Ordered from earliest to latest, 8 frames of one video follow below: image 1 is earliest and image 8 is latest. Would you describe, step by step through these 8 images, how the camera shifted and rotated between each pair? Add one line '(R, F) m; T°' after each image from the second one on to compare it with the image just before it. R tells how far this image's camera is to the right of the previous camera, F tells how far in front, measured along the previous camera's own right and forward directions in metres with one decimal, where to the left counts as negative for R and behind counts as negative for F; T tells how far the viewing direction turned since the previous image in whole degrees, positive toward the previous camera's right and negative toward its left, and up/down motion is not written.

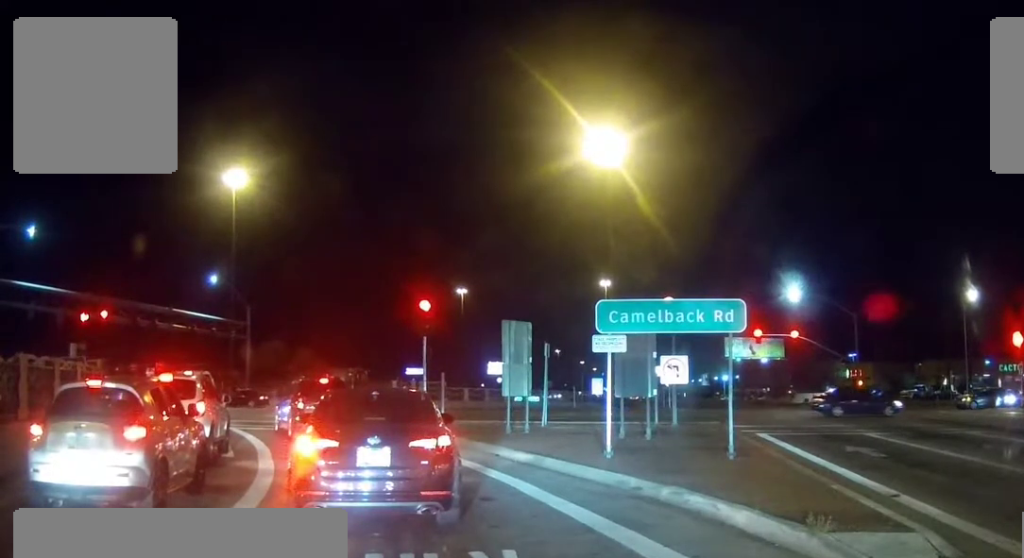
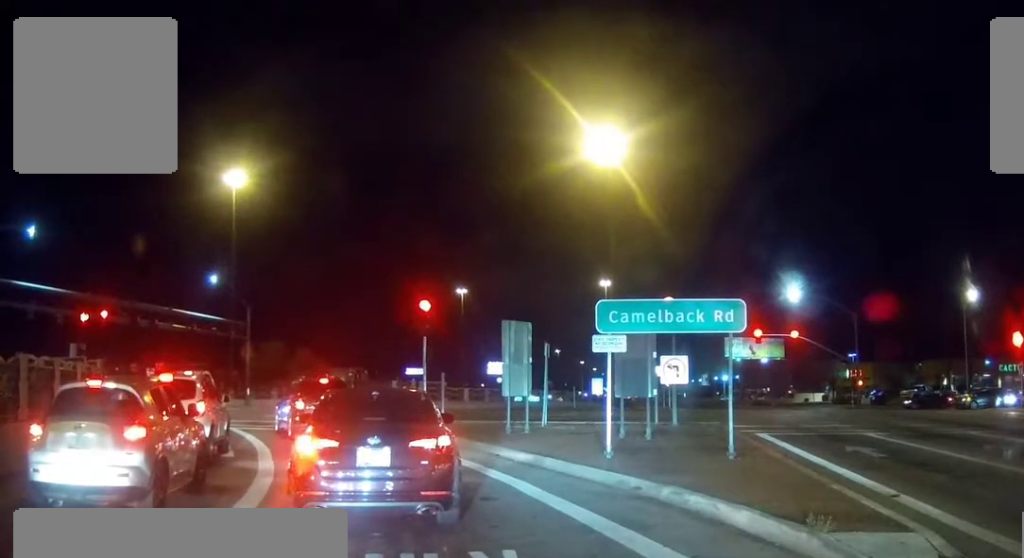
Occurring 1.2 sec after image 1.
(0.0, 0.0) m; 0°
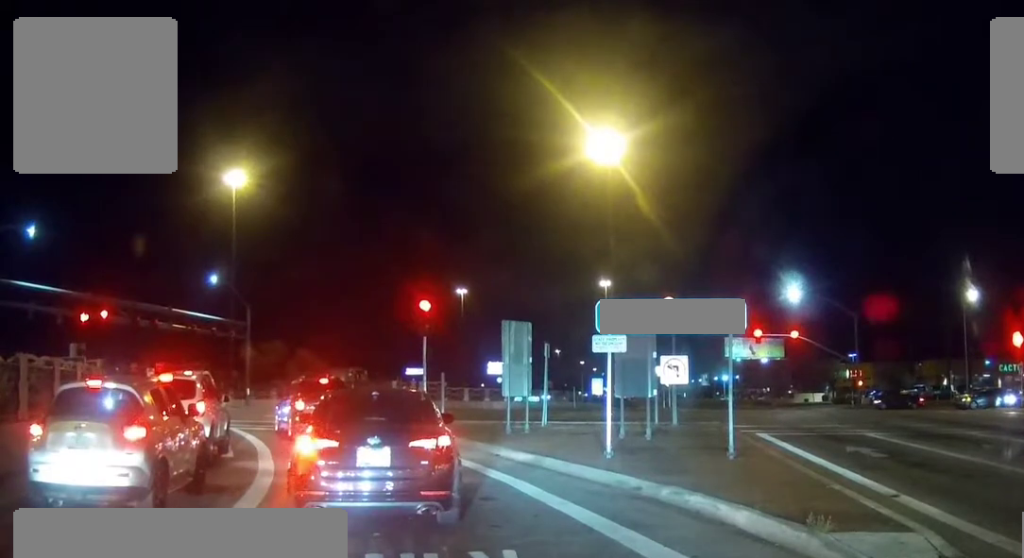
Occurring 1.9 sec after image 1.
(0.0, 0.0) m; 0°
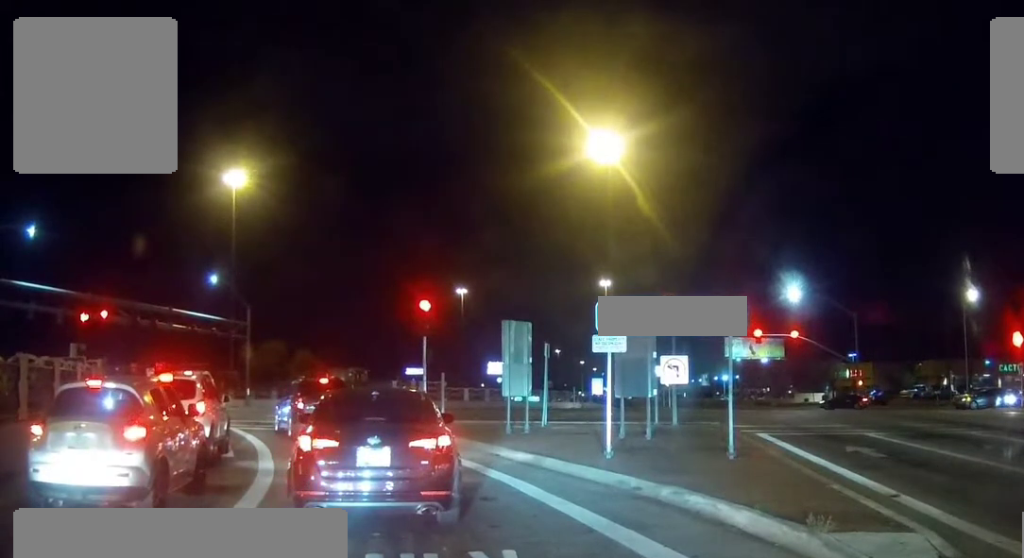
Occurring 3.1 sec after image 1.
(0.0, 0.0) m; 0°
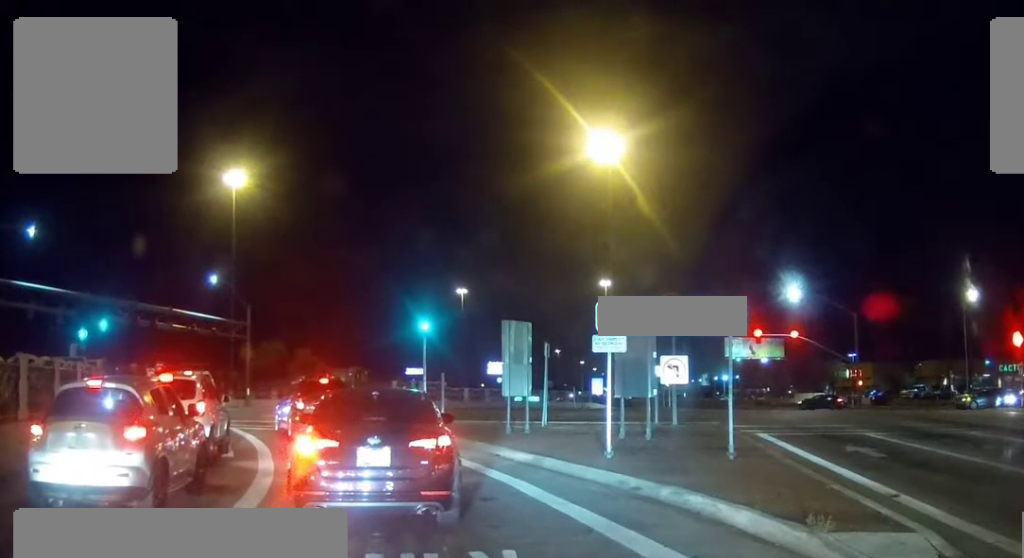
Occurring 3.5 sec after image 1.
(0.0, 0.0) m; 0°
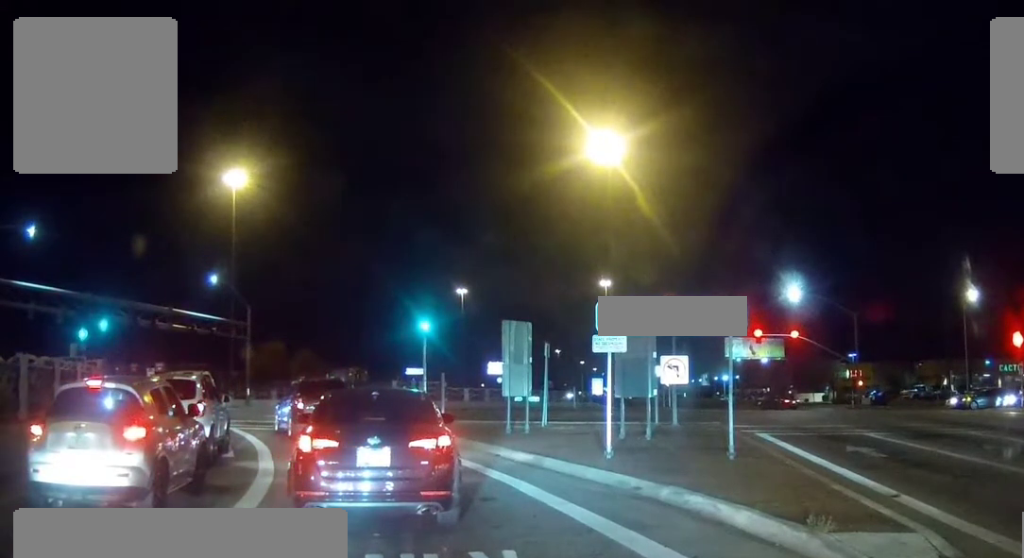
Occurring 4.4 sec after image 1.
(0.0, 0.0) m; 0°
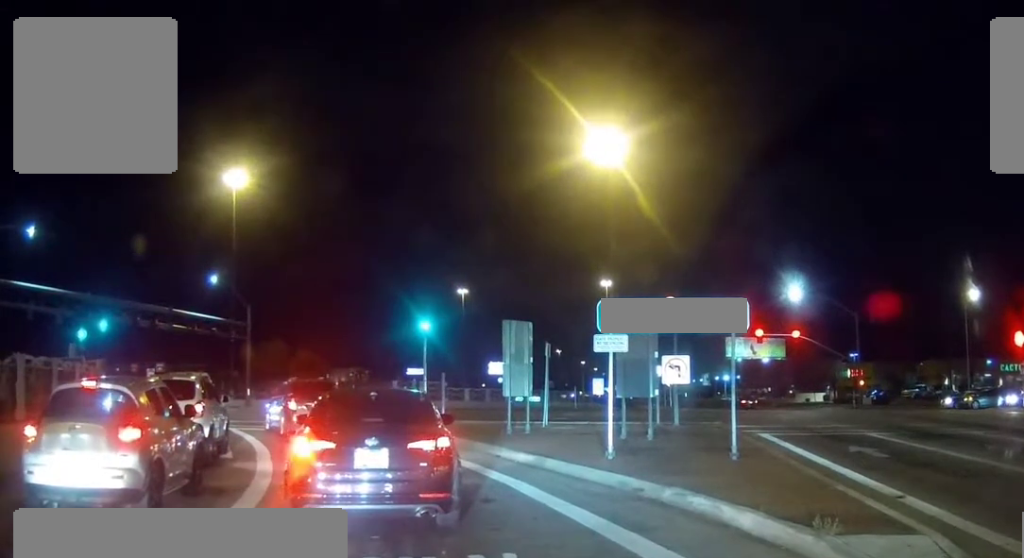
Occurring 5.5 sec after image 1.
(0.0, 0.0) m; 0°
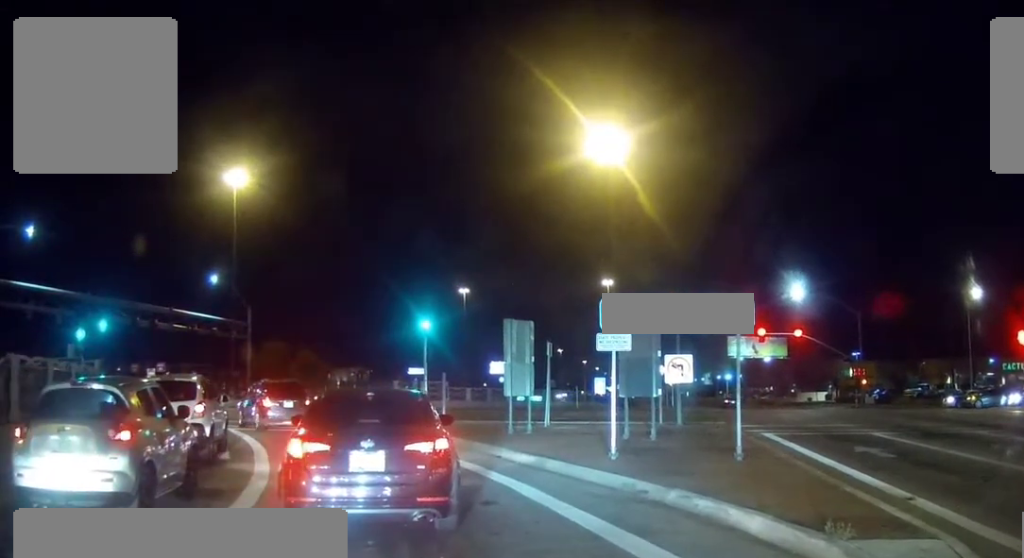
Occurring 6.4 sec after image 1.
(0.0, 0.0) m; 0°
